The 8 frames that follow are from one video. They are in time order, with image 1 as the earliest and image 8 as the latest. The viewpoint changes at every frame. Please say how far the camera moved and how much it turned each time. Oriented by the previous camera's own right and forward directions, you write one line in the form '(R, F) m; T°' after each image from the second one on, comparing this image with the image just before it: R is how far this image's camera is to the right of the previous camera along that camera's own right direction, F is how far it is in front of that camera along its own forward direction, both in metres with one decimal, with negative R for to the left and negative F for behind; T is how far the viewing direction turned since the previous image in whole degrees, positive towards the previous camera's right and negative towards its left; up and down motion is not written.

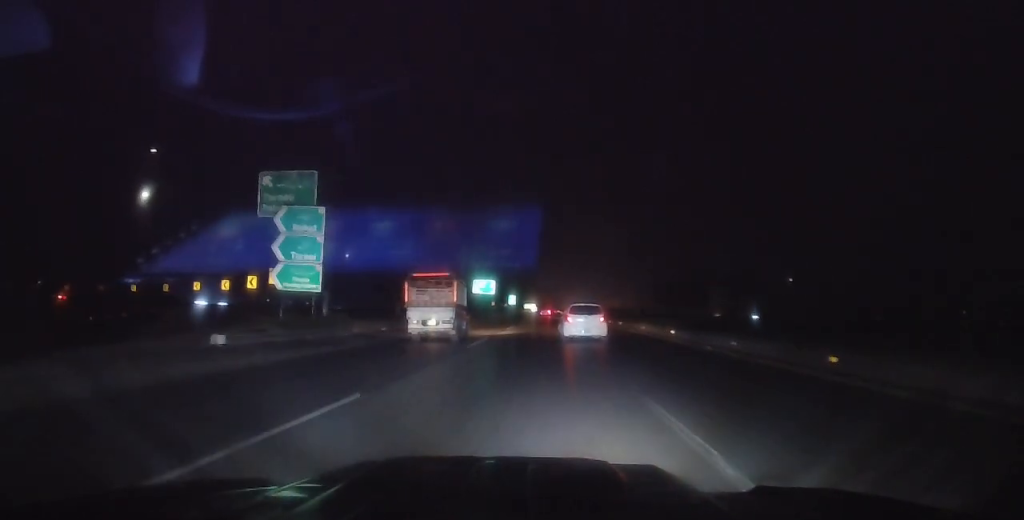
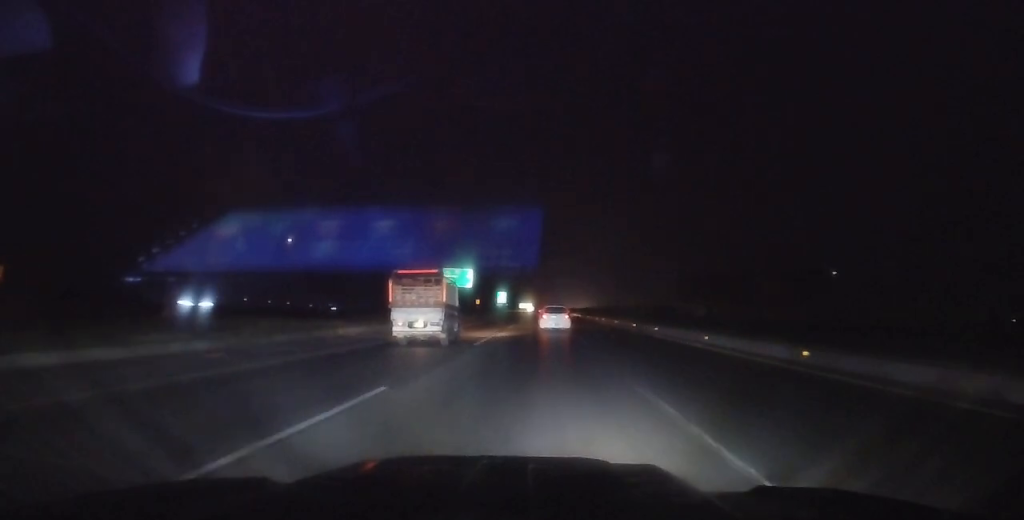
(+0.1, +34.3) m; +1°
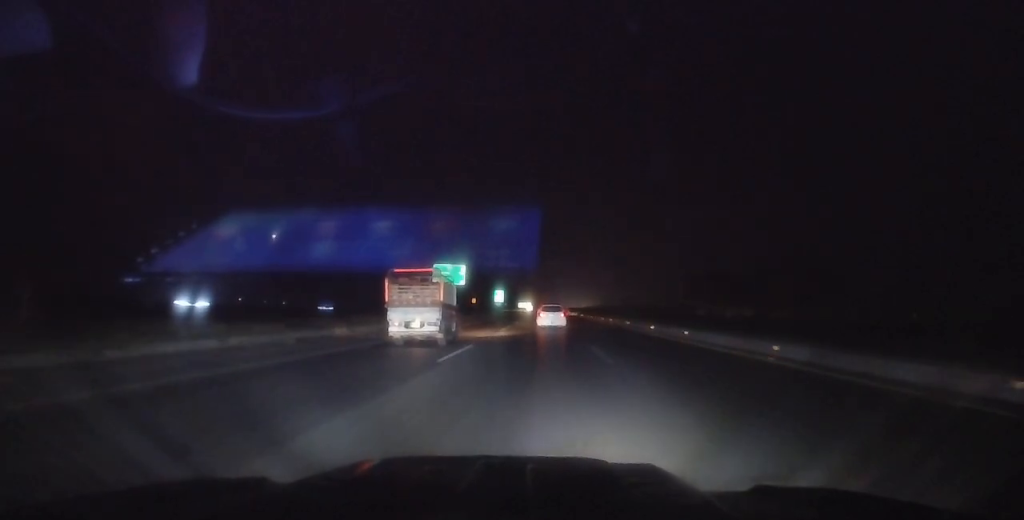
(0.0, +6.9) m; 0°
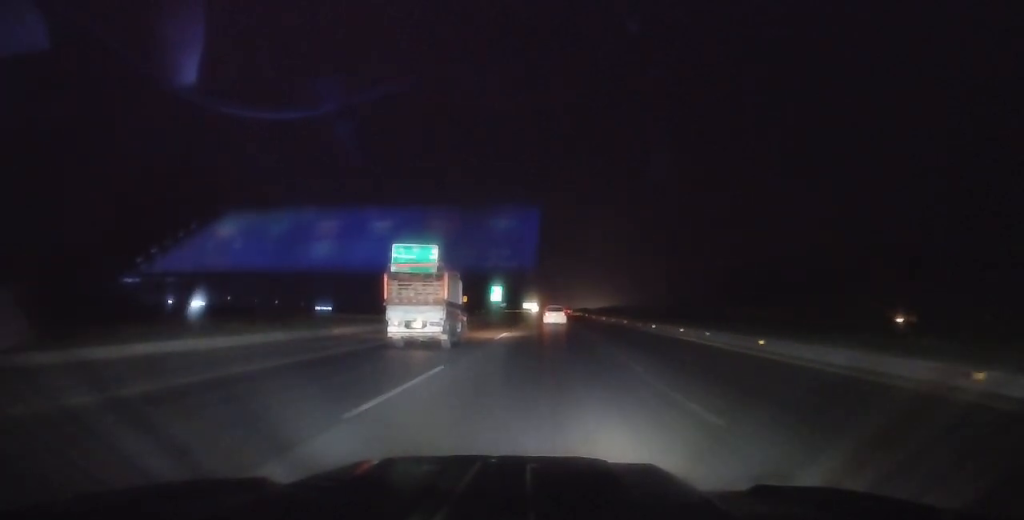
(-0.4, +25.5) m; -1°
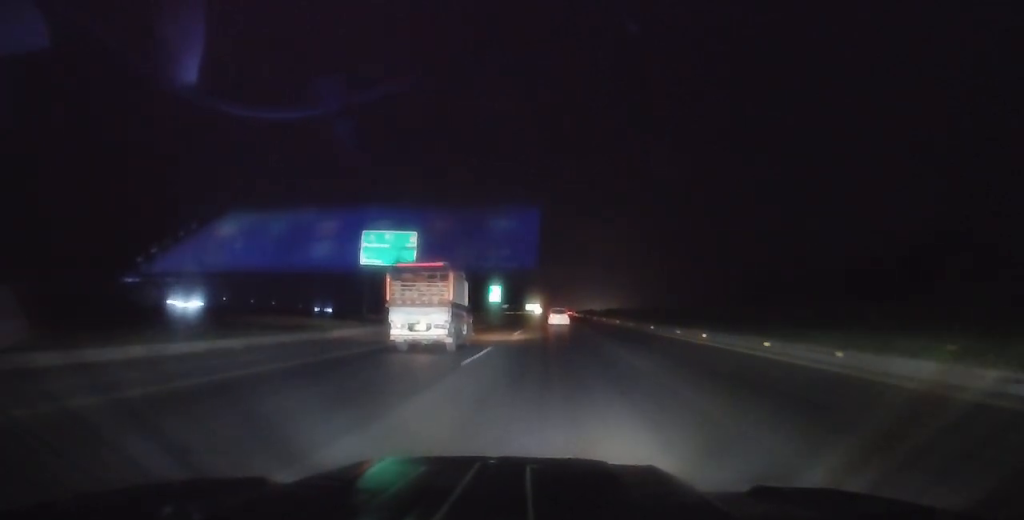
(-0.2, +10.7) m; 0°
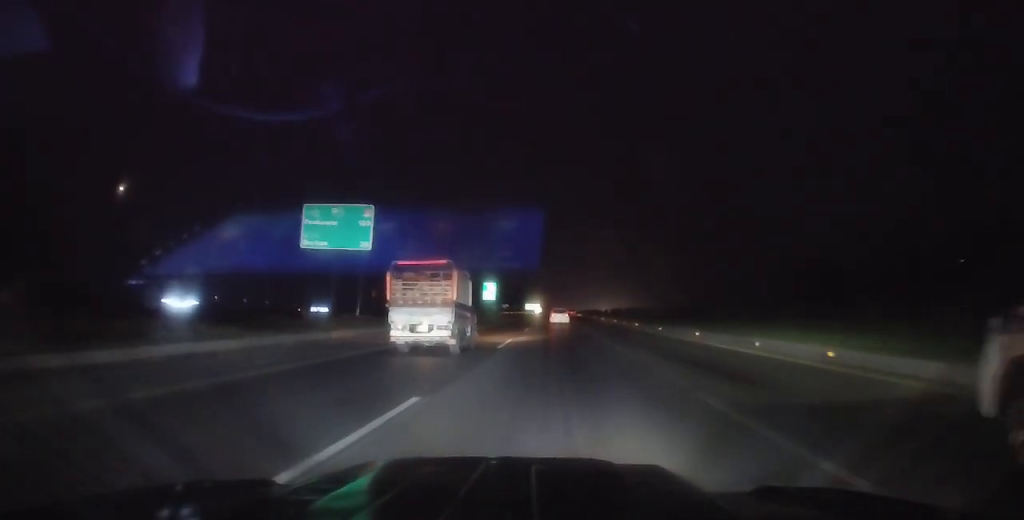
(0.0, +11.7) m; +1°
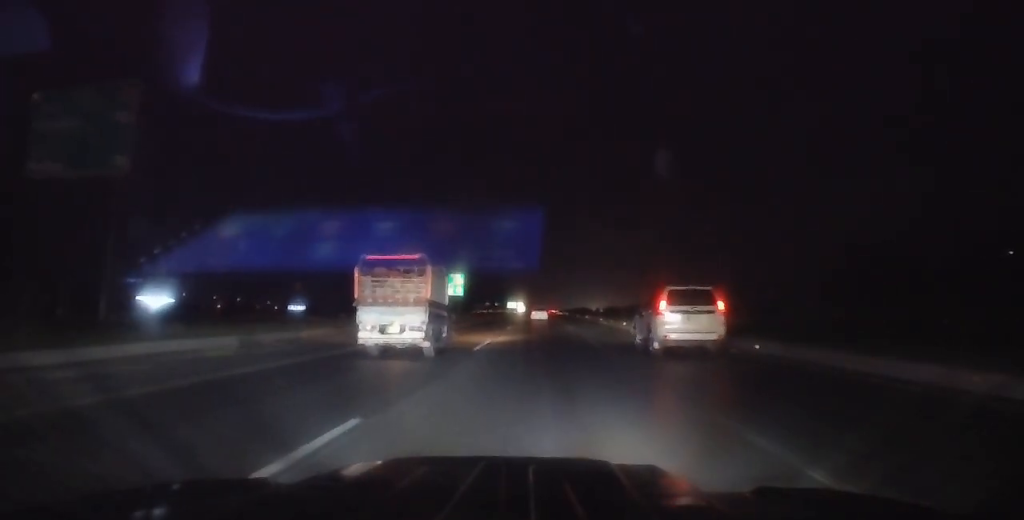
(+0.6, +19.7) m; +1°
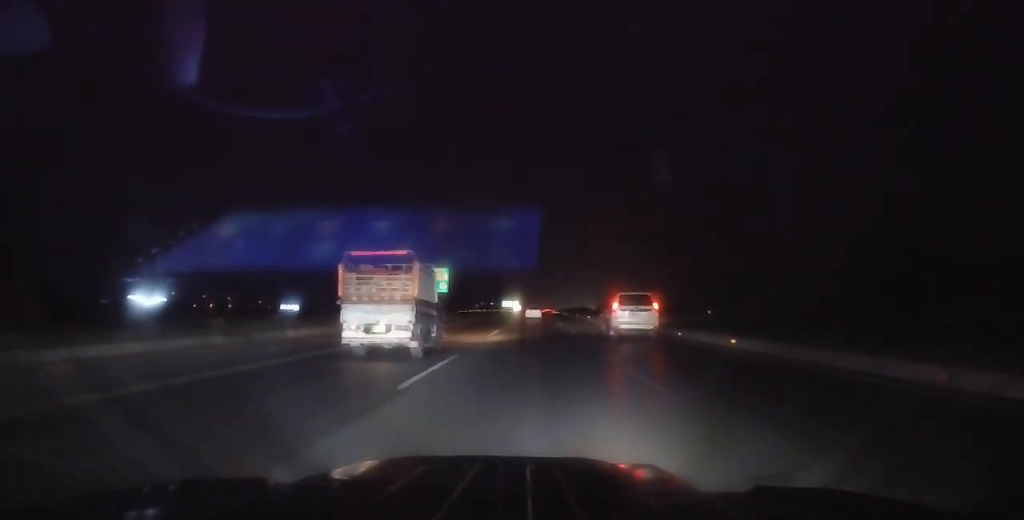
(-0.1, +9.1) m; -1°
